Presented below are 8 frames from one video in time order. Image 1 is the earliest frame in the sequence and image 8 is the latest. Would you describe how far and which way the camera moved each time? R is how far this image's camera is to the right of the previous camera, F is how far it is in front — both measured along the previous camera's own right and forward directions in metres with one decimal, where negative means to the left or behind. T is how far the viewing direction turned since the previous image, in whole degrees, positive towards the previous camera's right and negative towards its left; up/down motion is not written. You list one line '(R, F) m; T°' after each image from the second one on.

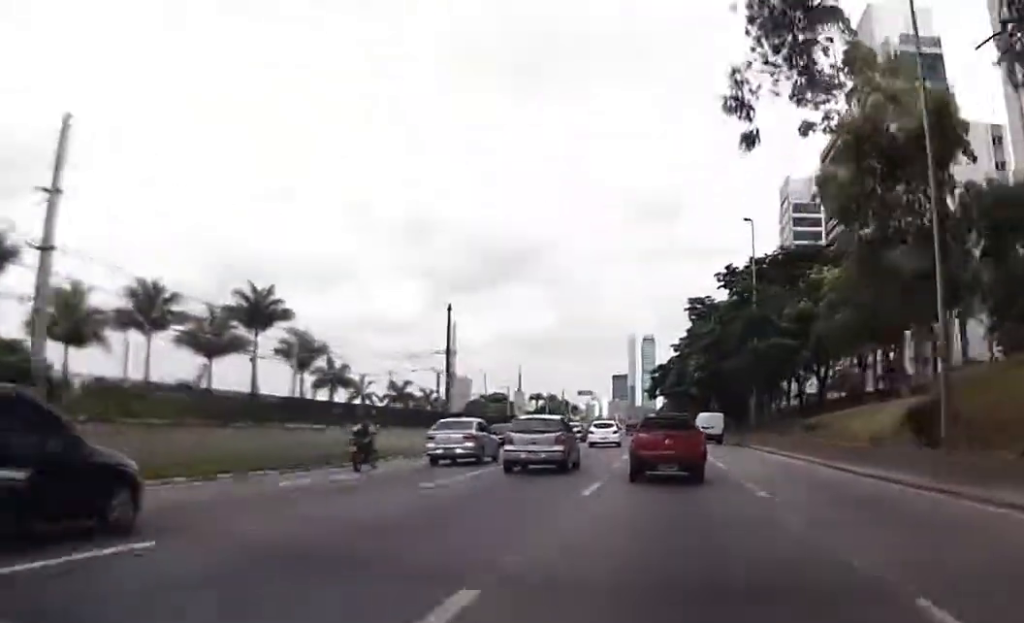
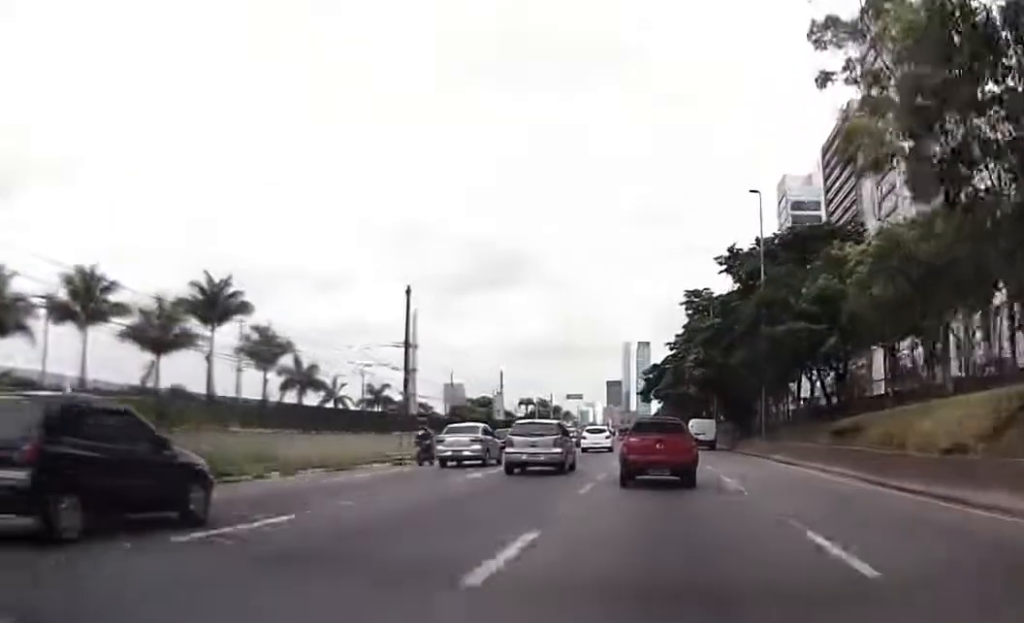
(+0.3, +8.5) m; 0°
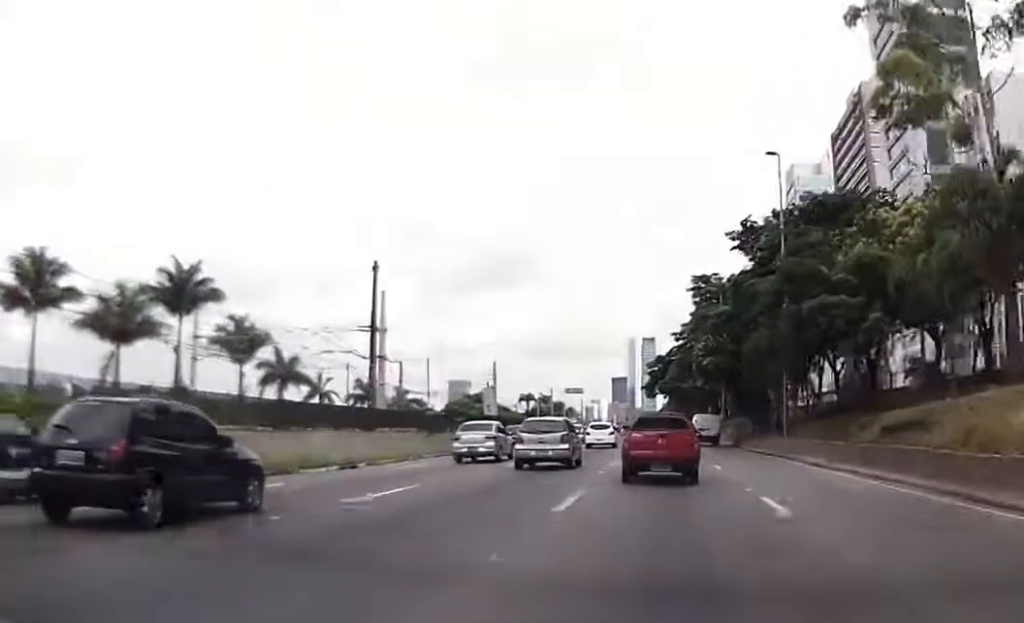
(-0.2, +6.9) m; -1°
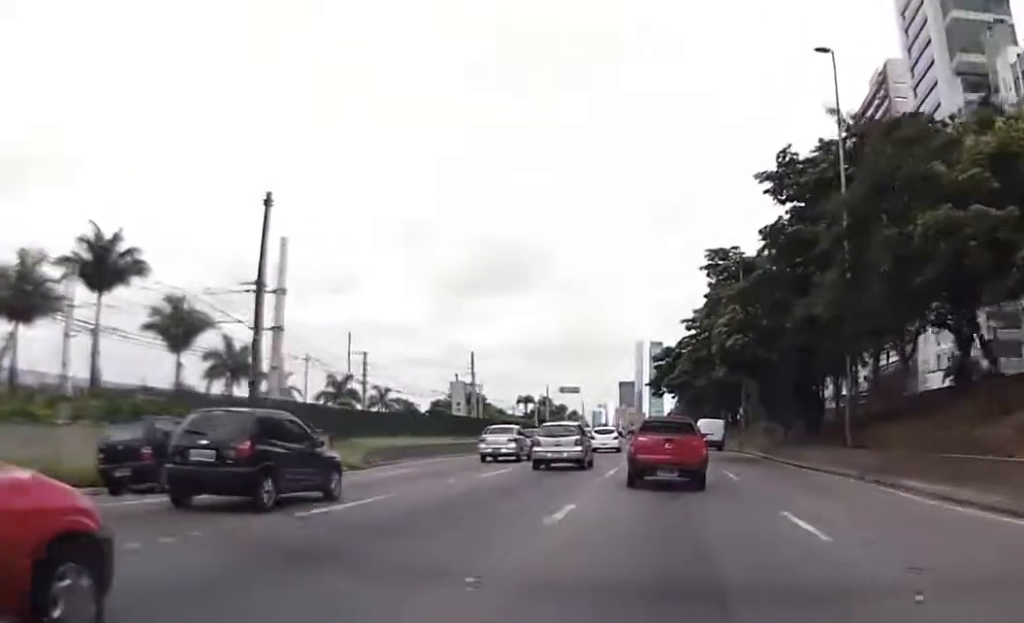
(-0.3, +13.8) m; -2°
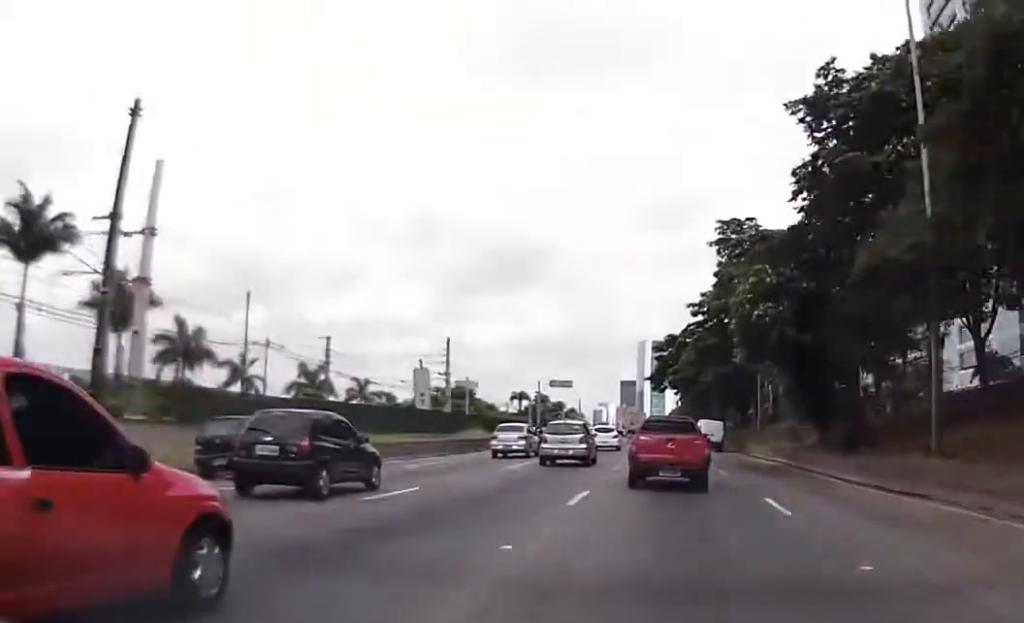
(-0.2, +9.6) m; -1°
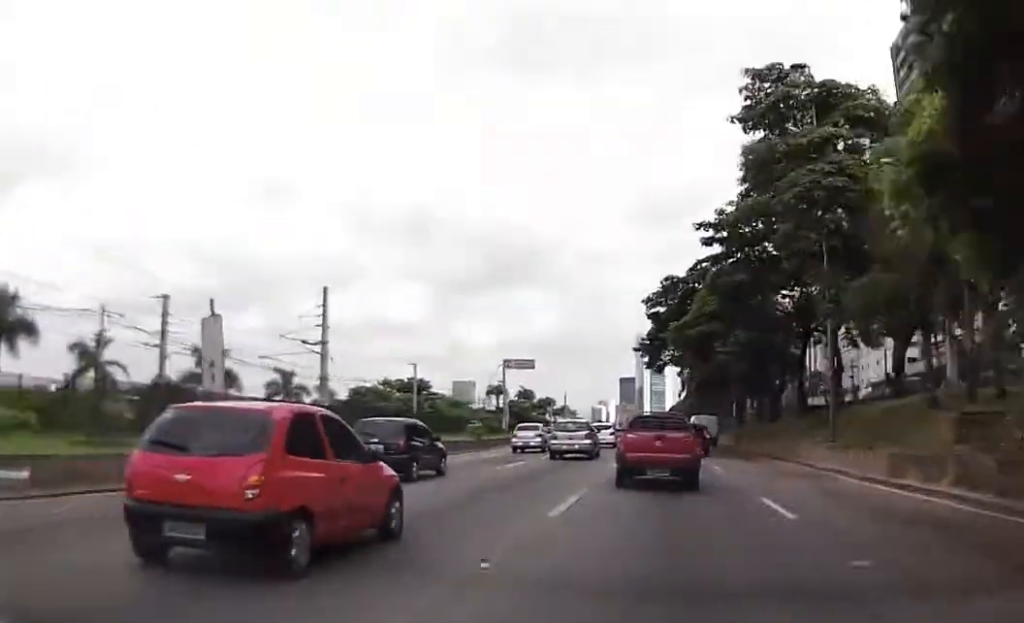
(+0.4, +24.8) m; +1°
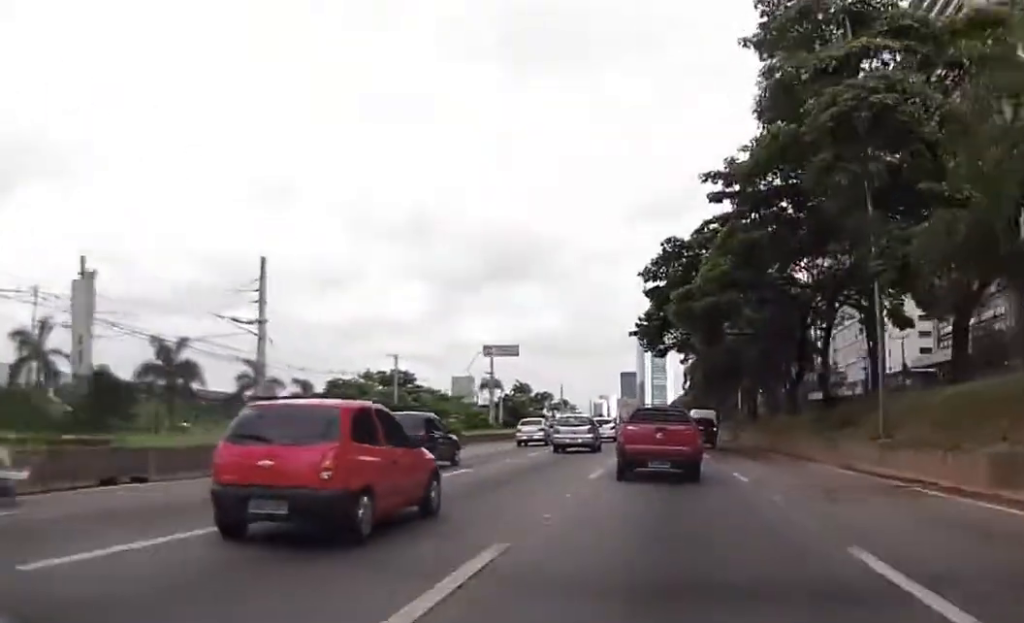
(+0.1, +7.4) m; 0°
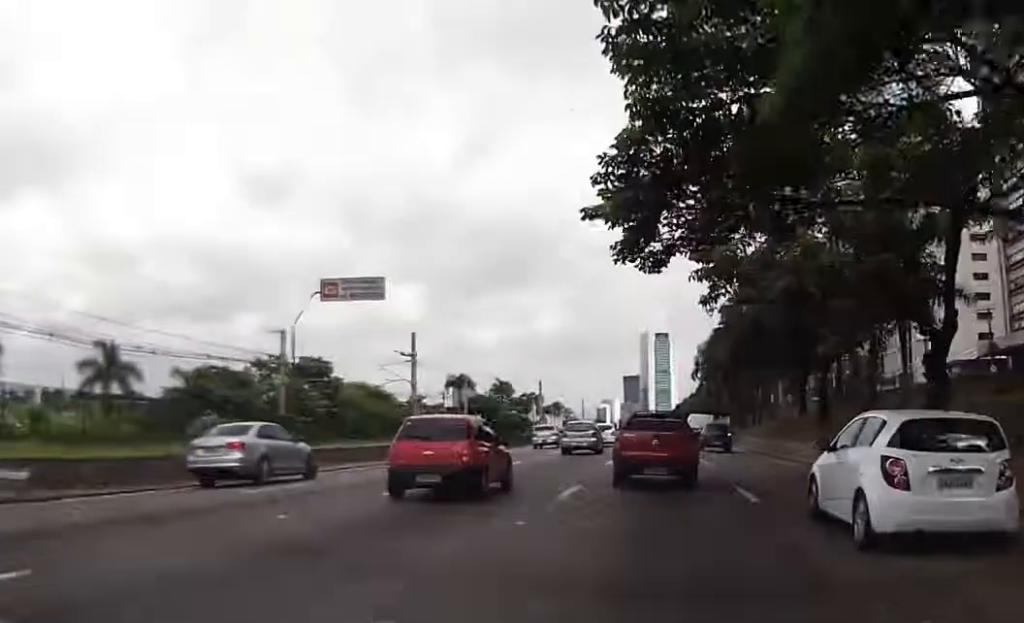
(-0.4, +27.1) m; -1°
